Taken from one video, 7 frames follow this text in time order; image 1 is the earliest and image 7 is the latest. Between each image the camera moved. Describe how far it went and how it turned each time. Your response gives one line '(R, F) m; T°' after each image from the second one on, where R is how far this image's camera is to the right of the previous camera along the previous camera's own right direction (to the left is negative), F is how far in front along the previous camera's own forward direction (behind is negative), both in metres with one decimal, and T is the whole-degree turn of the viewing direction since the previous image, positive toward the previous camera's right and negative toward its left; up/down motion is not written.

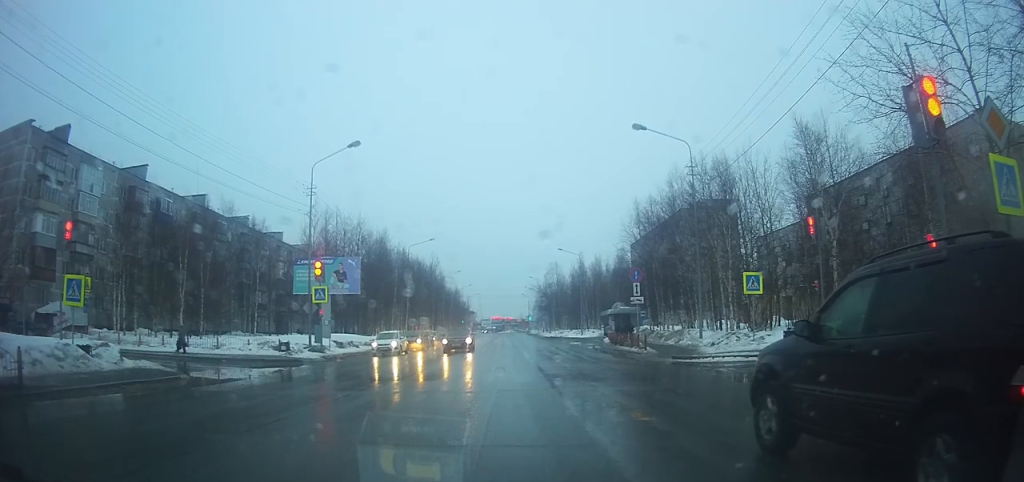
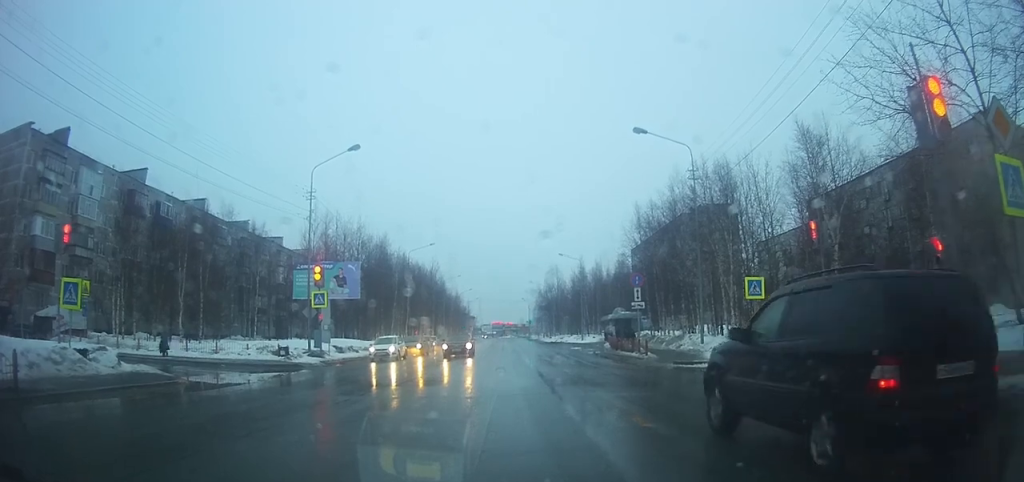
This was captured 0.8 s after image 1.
(0.0, +0.8) m; -1°
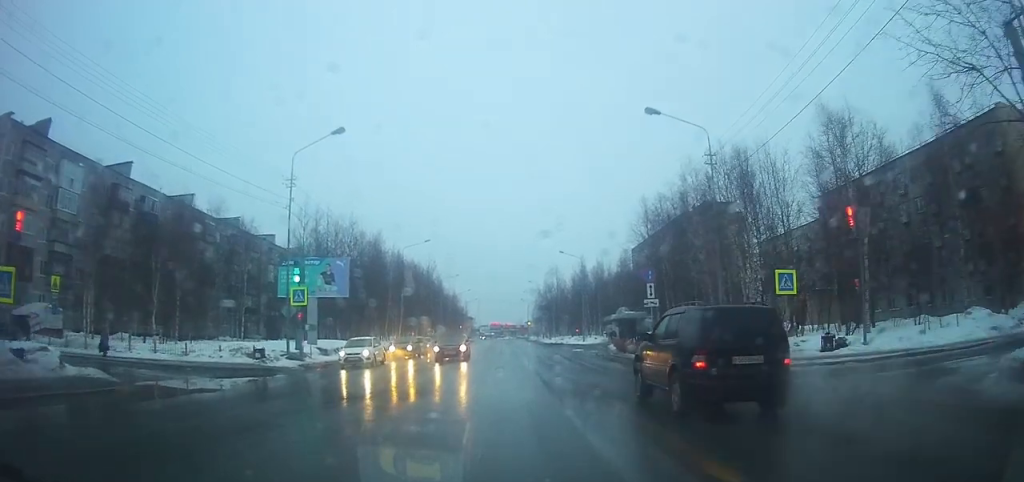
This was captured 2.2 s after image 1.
(-0.1, +3.0) m; -2°
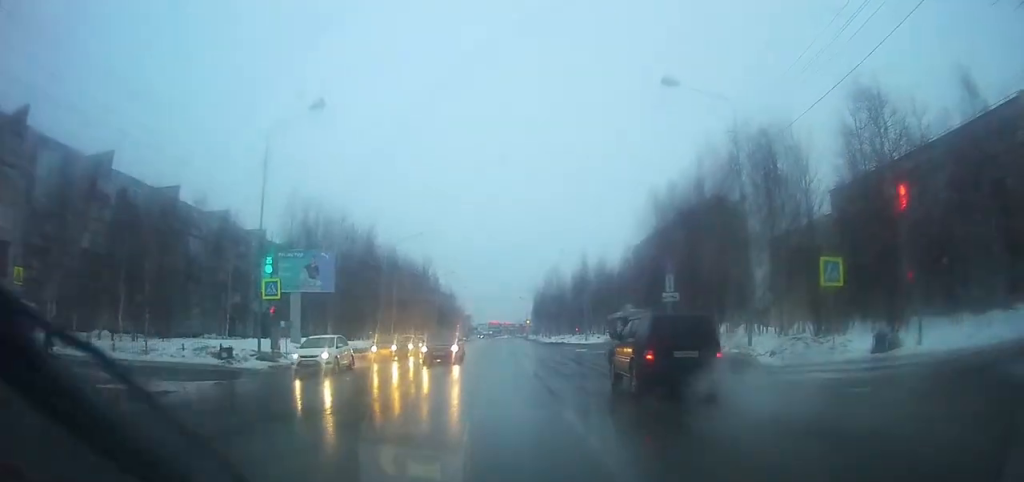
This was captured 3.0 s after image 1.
(0.0, +2.7) m; +1°
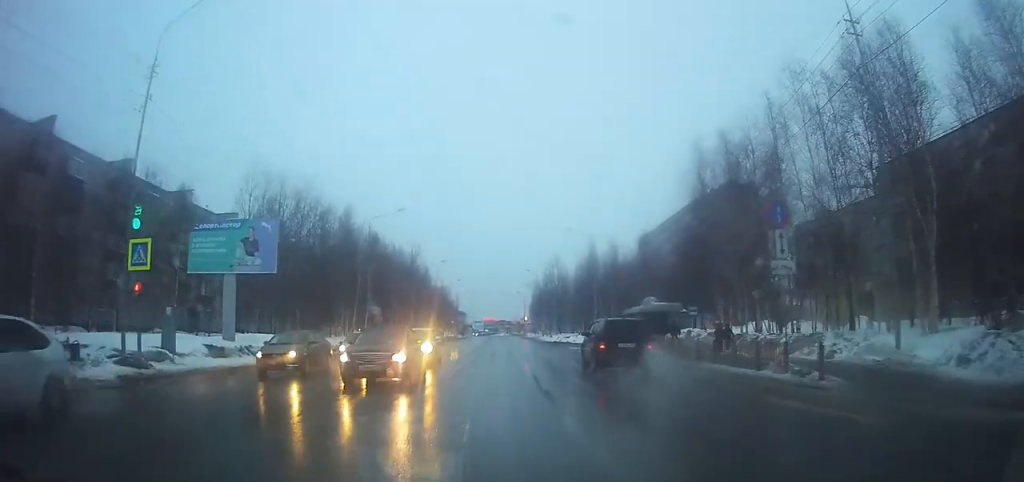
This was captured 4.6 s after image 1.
(+0.1, +7.7) m; +1°
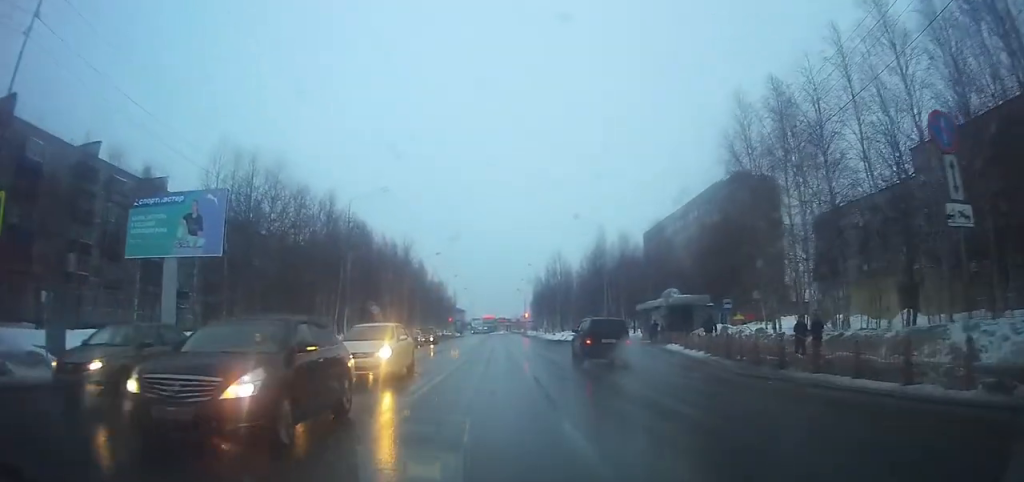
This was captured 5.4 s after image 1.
(0.0, +6.1) m; 0°
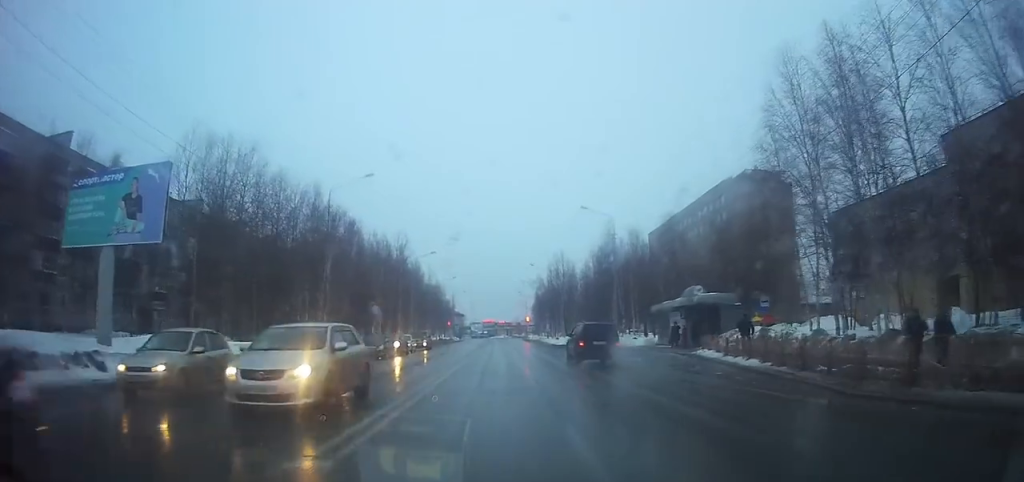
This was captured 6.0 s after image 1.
(0.0, +5.3) m; 0°
